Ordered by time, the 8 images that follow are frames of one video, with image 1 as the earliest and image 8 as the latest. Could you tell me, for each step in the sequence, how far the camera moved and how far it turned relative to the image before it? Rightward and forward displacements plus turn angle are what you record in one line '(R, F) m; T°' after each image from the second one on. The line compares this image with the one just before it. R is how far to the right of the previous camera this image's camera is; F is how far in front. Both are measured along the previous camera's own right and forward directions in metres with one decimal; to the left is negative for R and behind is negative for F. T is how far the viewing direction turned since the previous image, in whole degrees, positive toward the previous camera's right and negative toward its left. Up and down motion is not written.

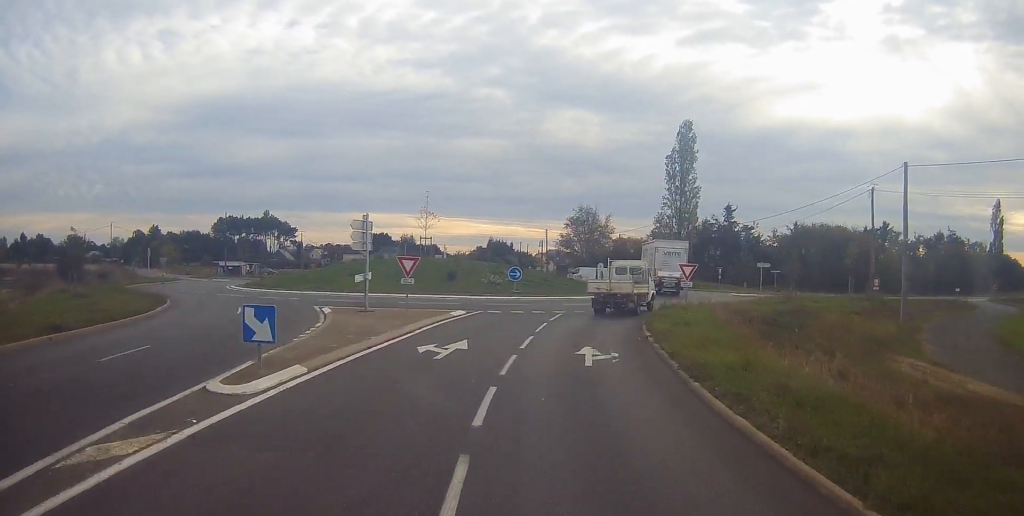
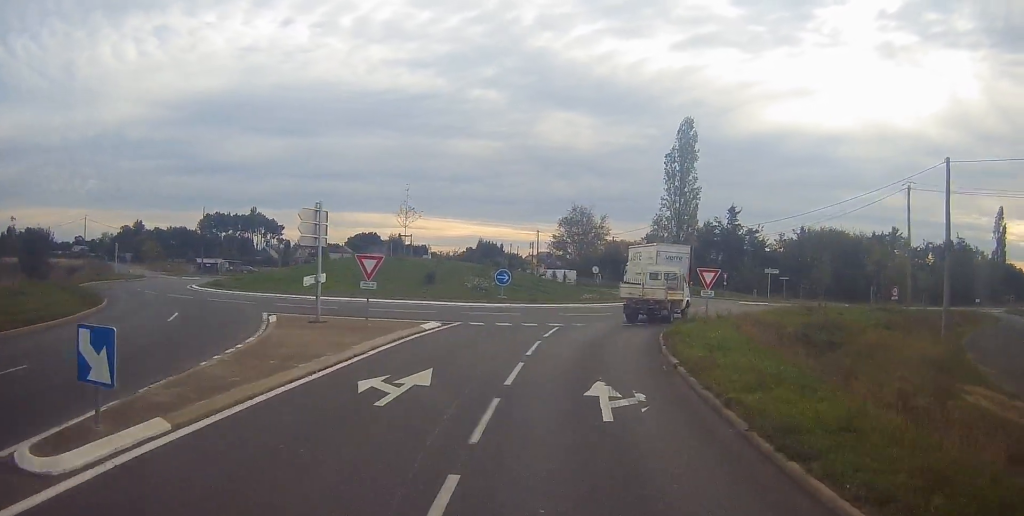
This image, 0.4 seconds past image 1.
(0.0, +5.2) m; 0°
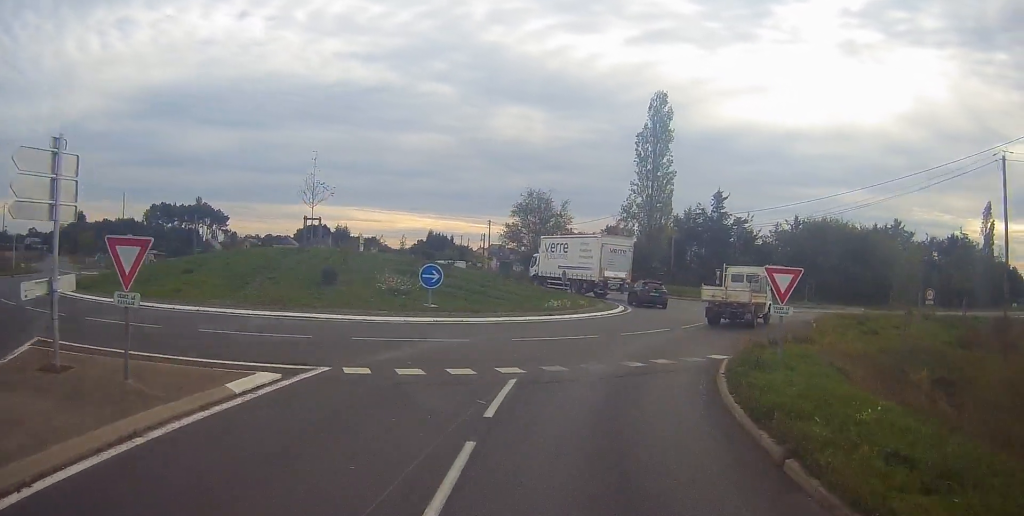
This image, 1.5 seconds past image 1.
(+0.2, +12.0) m; +5°
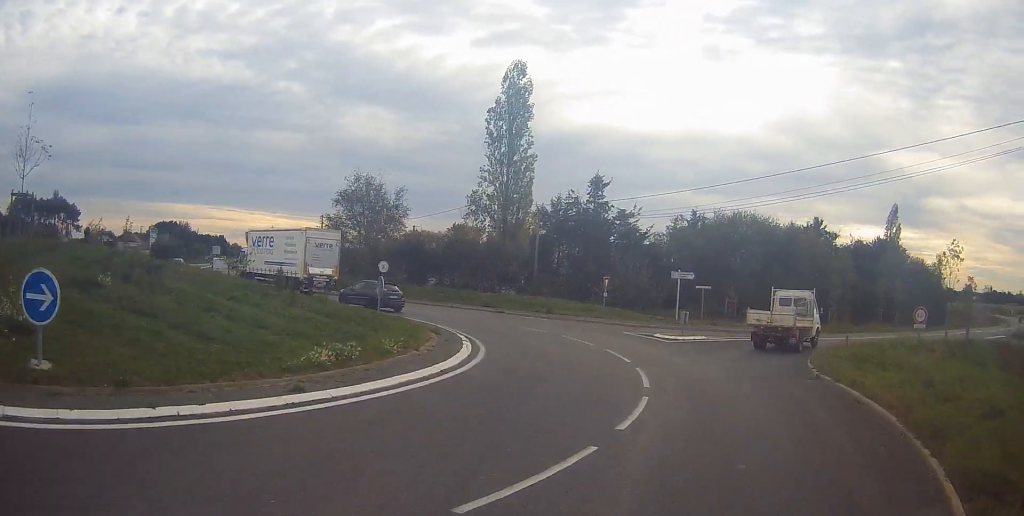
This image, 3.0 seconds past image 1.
(+1.7, +15.1) m; +11°
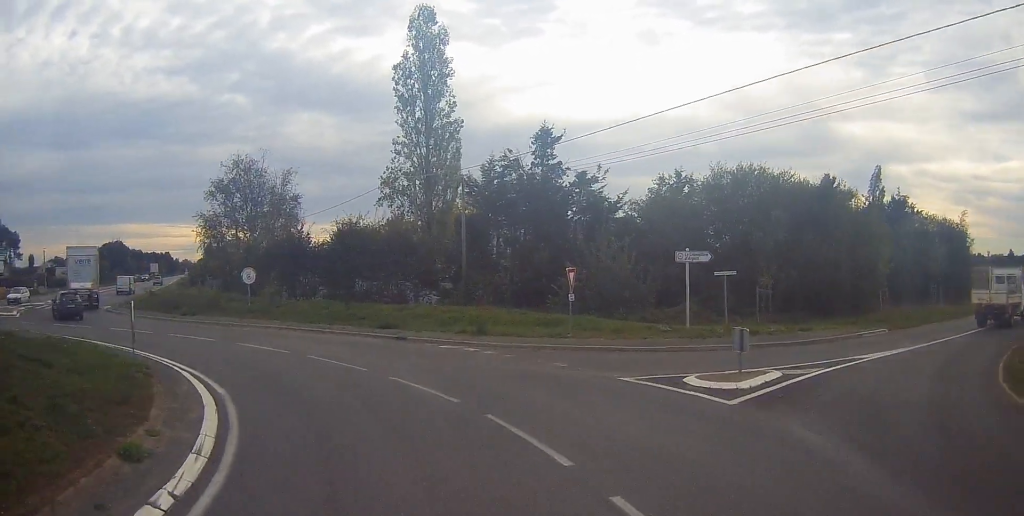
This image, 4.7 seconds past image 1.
(+0.8, +15.5) m; +2°
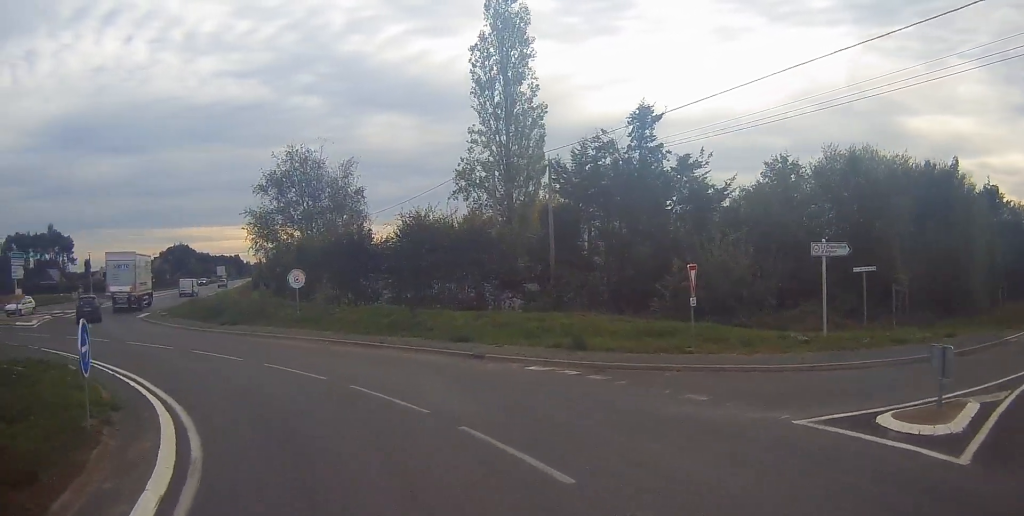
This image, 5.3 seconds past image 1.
(-0.1, +4.8) m; -6°
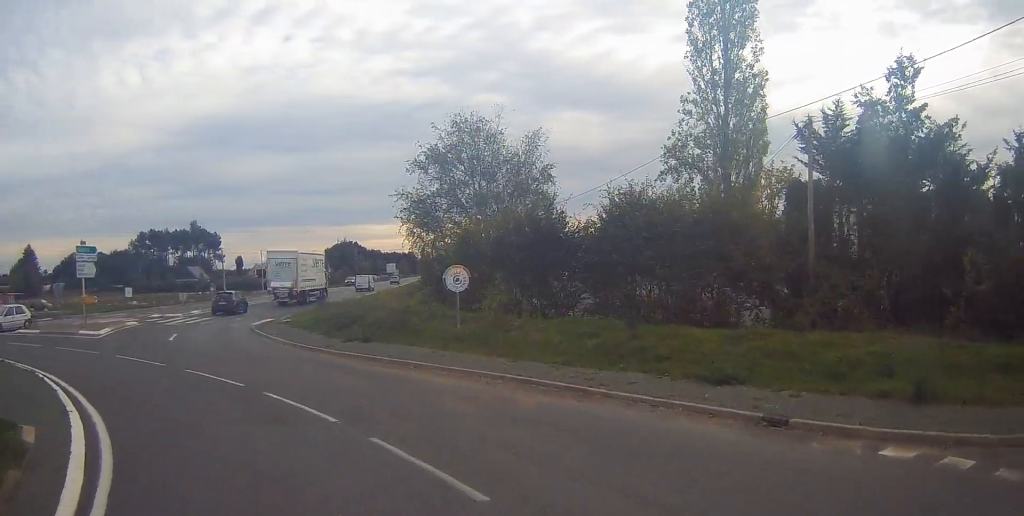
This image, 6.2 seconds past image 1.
(-0.8, +8.1) m; -15°
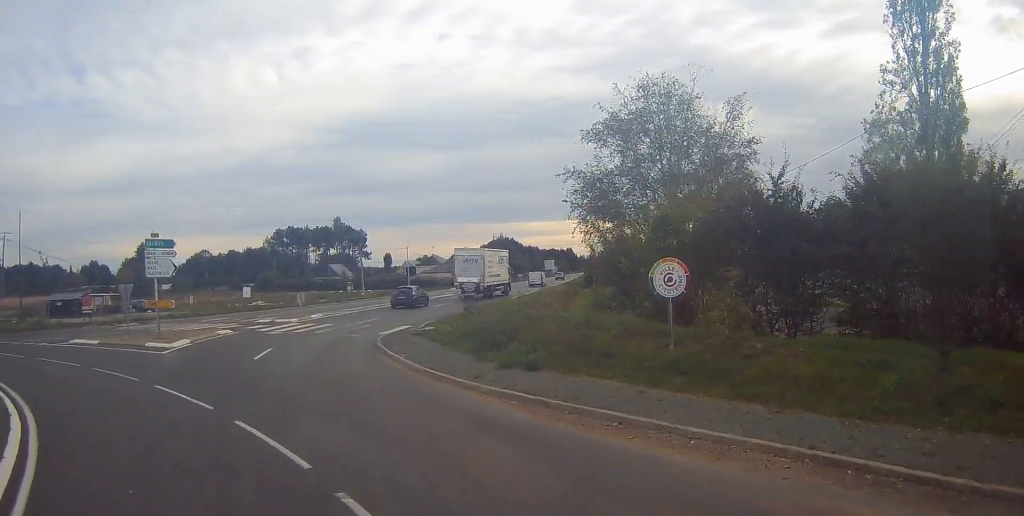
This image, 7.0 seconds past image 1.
(-0.8, +6.4) m; -14°
